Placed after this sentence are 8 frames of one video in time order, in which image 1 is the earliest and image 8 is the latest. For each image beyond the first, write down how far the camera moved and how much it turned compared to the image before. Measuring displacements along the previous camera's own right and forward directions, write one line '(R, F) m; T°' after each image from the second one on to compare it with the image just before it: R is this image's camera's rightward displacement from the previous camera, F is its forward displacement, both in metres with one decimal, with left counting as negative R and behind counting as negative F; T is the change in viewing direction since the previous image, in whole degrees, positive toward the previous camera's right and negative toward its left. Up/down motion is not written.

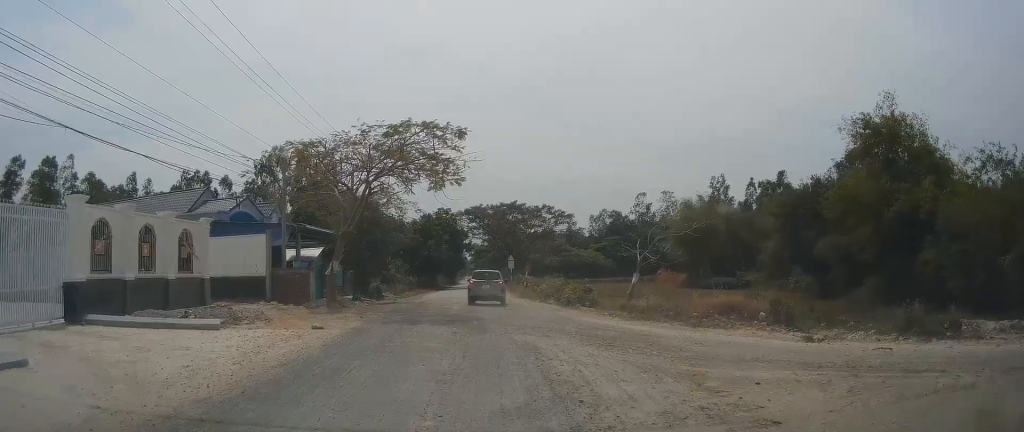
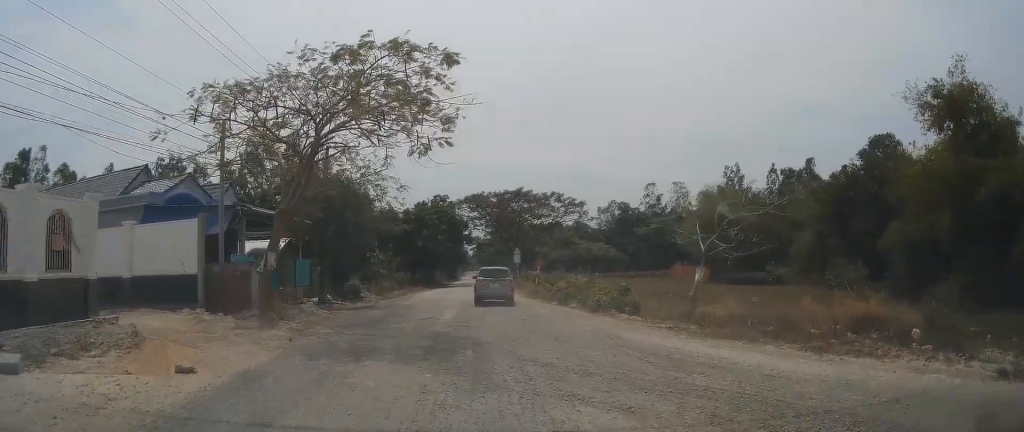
(+0.3, +9.2) m; +2°
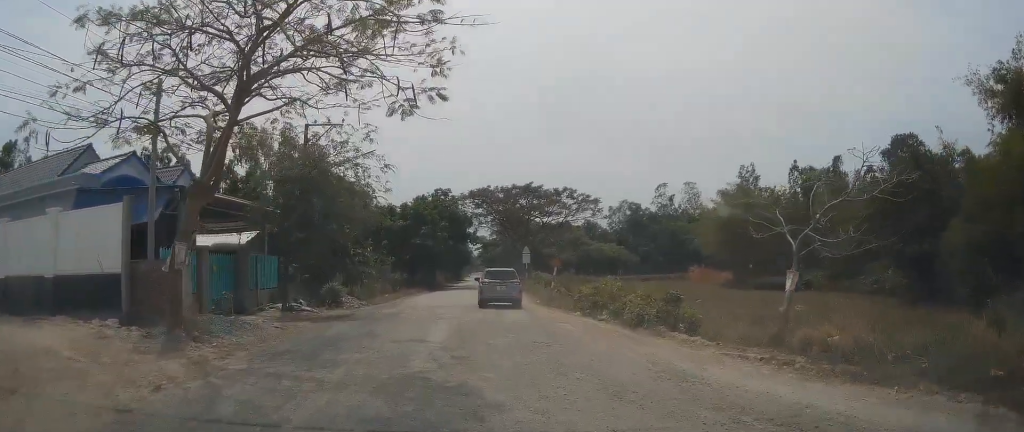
(0.0, +6.7) m; -3°
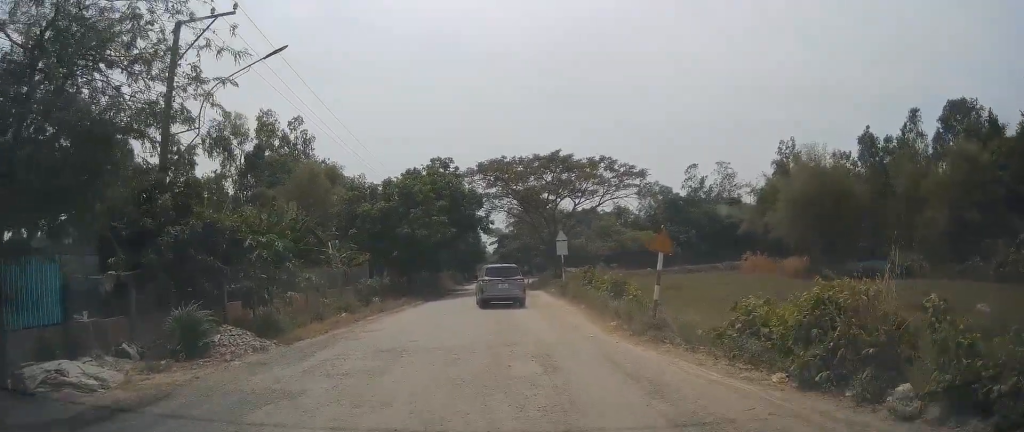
(-1.5, +17.0) m; -4°
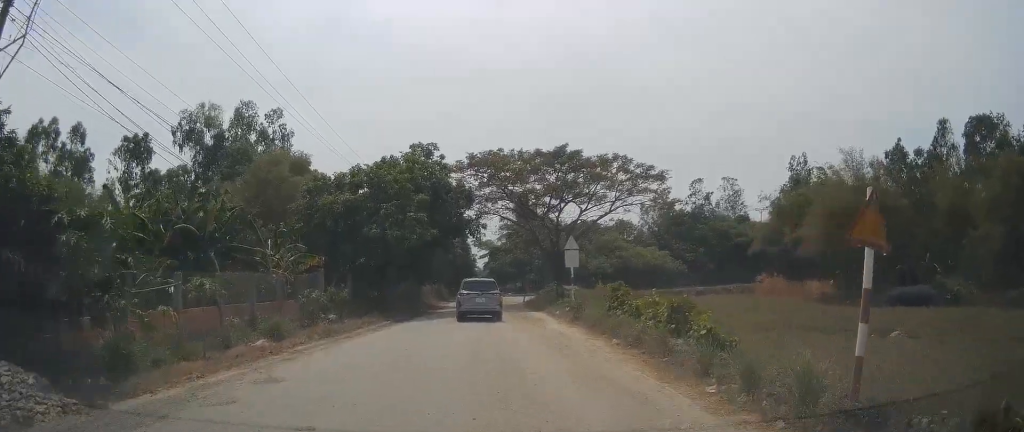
(0.0, +8.1) m; 0°
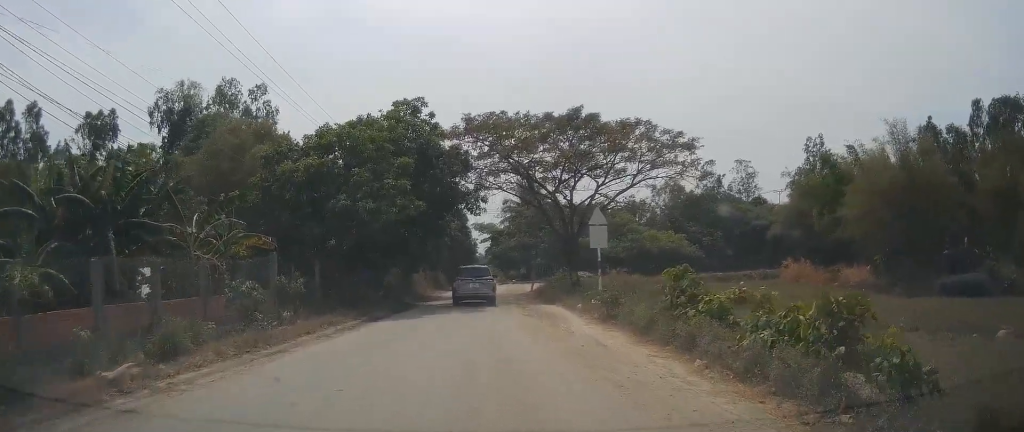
(0.0, +6.6) m; 0°
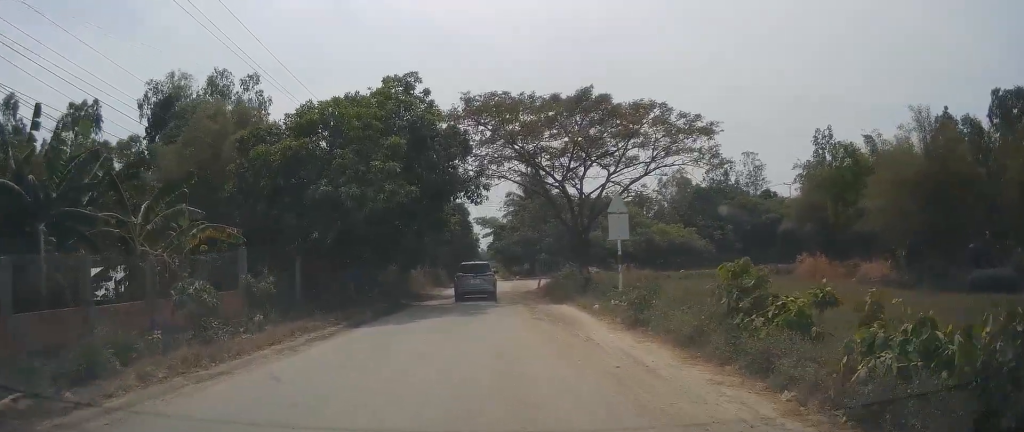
(0.0, +3.1) m; 0°
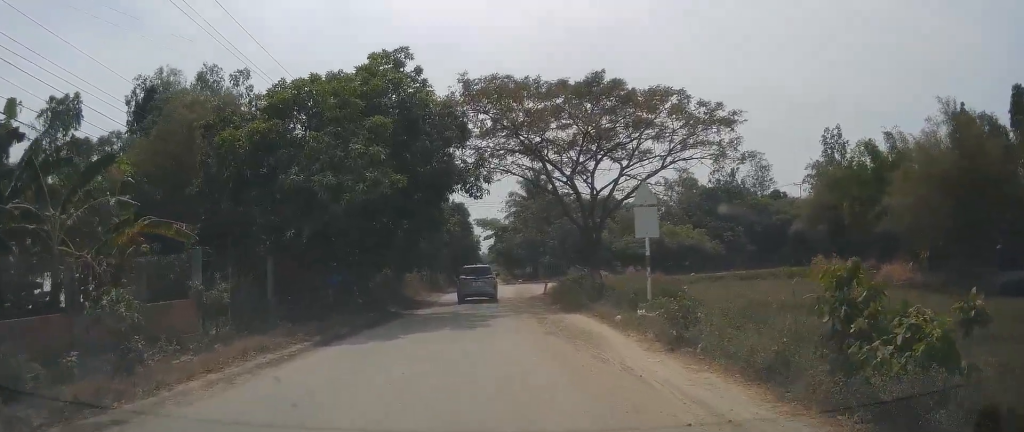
(0.0, +3.3) m; 0°
